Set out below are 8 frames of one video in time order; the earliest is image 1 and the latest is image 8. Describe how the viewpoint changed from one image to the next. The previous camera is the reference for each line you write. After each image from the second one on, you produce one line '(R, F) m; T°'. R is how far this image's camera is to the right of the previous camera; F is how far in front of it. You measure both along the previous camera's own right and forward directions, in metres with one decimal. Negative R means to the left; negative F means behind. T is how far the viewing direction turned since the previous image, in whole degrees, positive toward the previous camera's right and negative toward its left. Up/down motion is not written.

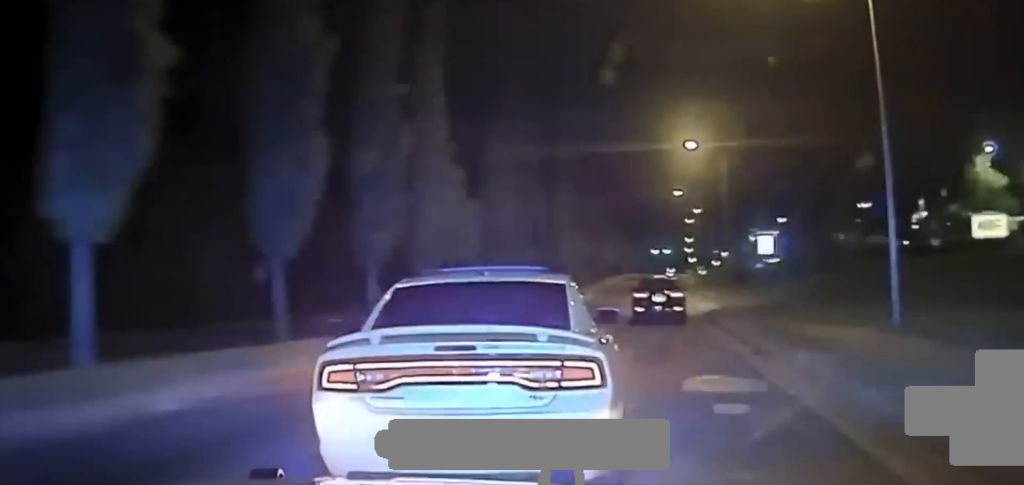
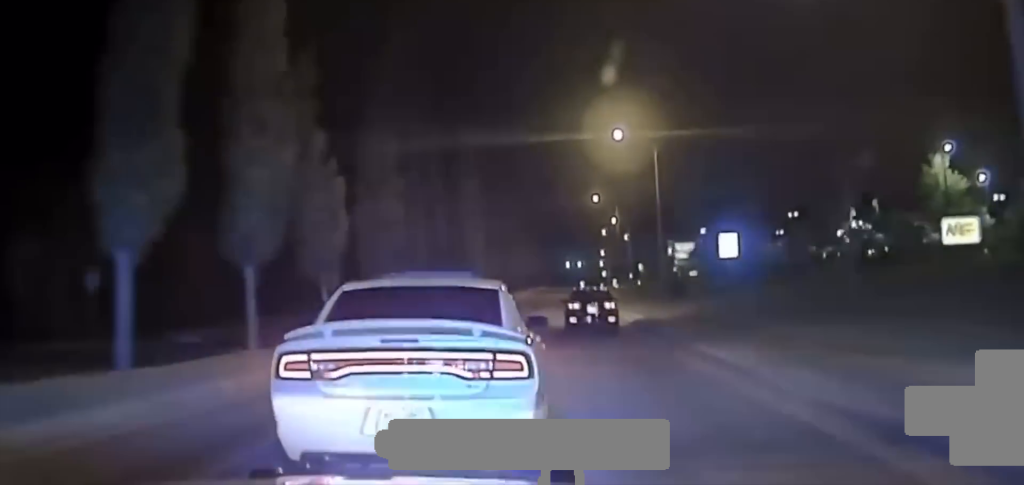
(+0.2, +11.1) m; +2°
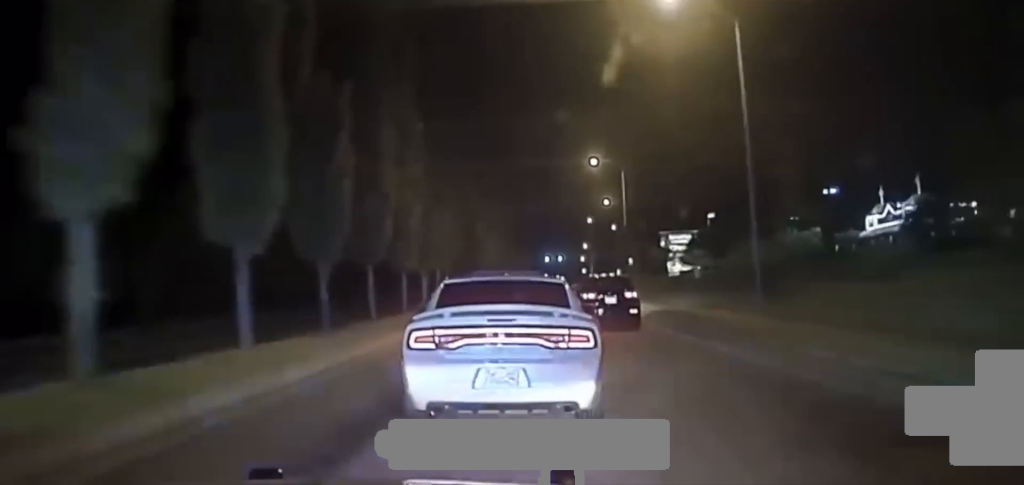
(+0.5, +28.3) m; +2°
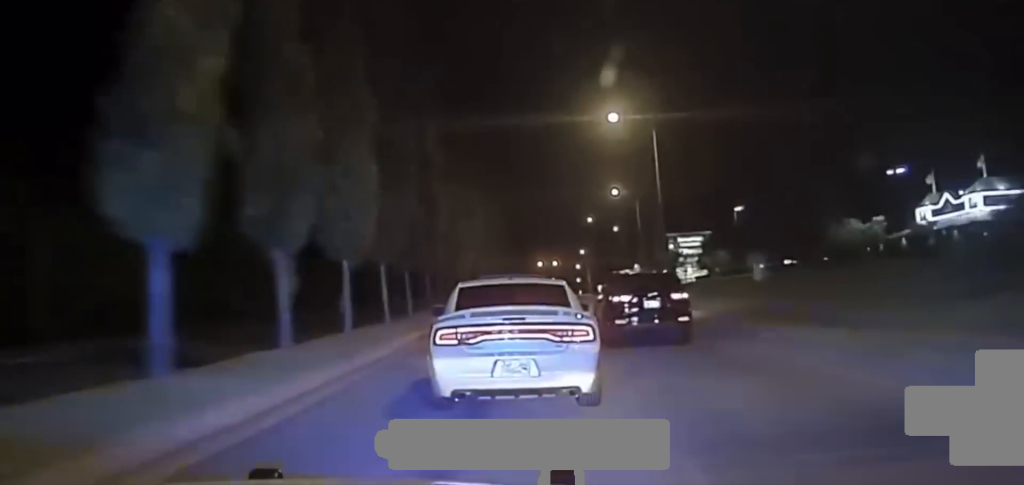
(0.0, +23.6) m; 0°
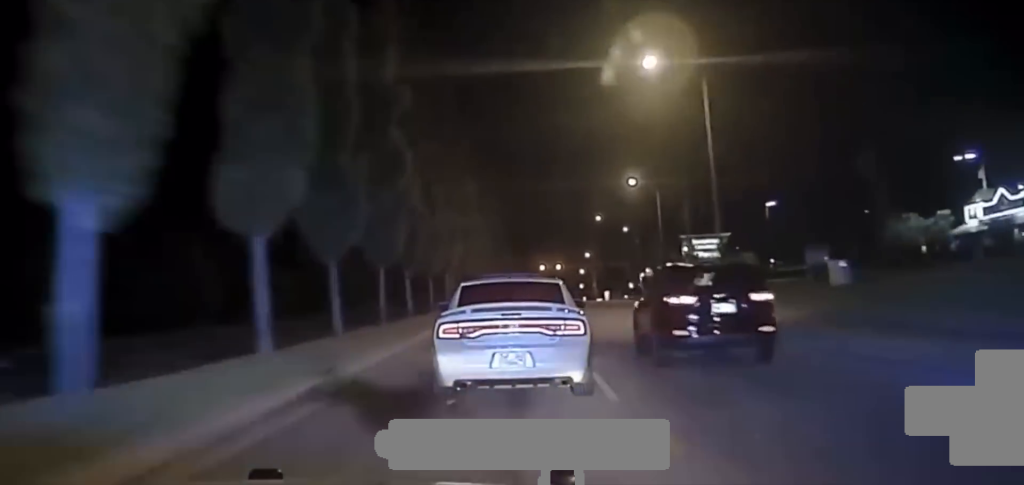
(-0.1, +15.7) m; 0°
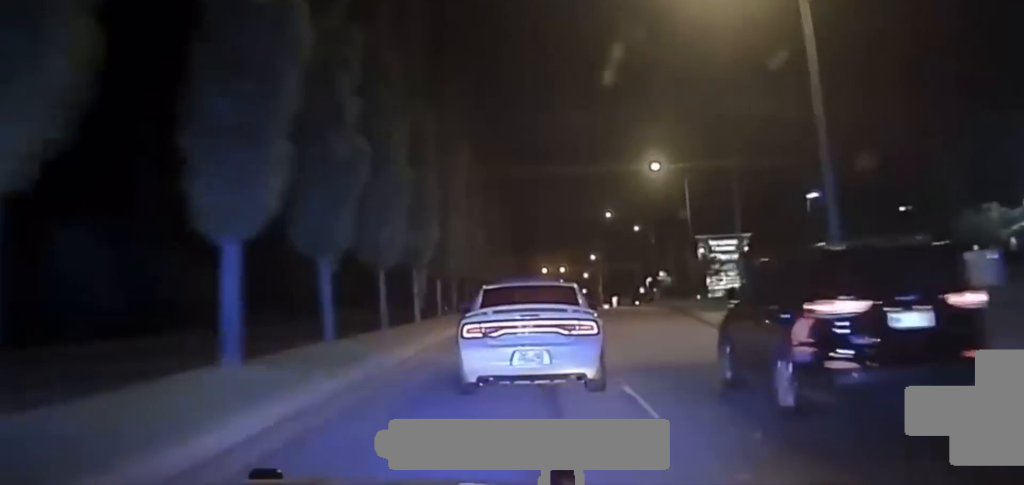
(0.0, +14.3) m; 0°
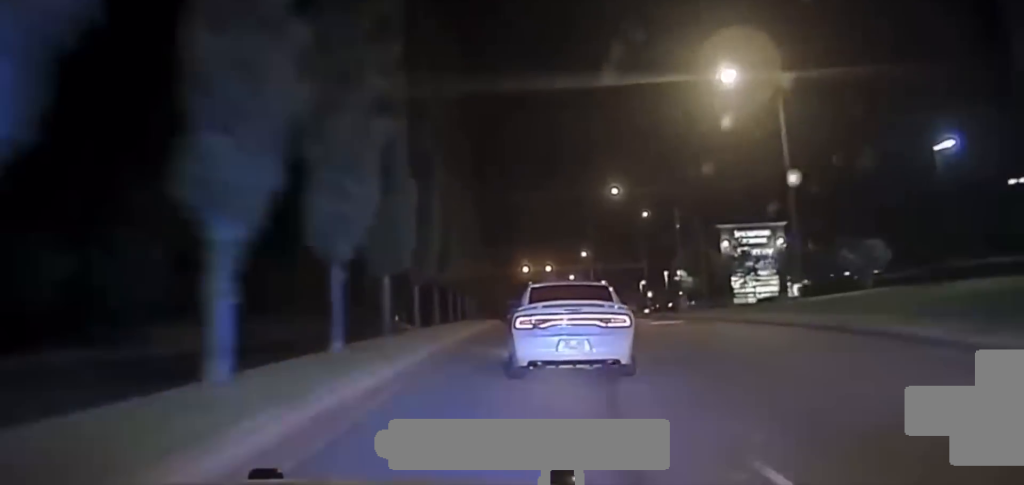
(+0.3, +33.2) m; +1°
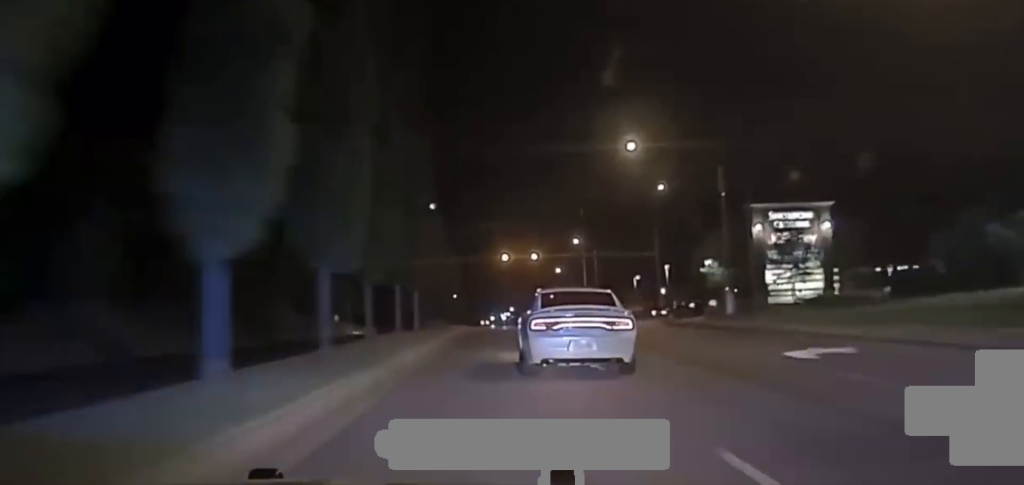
(+0.1, +25.6) m; 0°
